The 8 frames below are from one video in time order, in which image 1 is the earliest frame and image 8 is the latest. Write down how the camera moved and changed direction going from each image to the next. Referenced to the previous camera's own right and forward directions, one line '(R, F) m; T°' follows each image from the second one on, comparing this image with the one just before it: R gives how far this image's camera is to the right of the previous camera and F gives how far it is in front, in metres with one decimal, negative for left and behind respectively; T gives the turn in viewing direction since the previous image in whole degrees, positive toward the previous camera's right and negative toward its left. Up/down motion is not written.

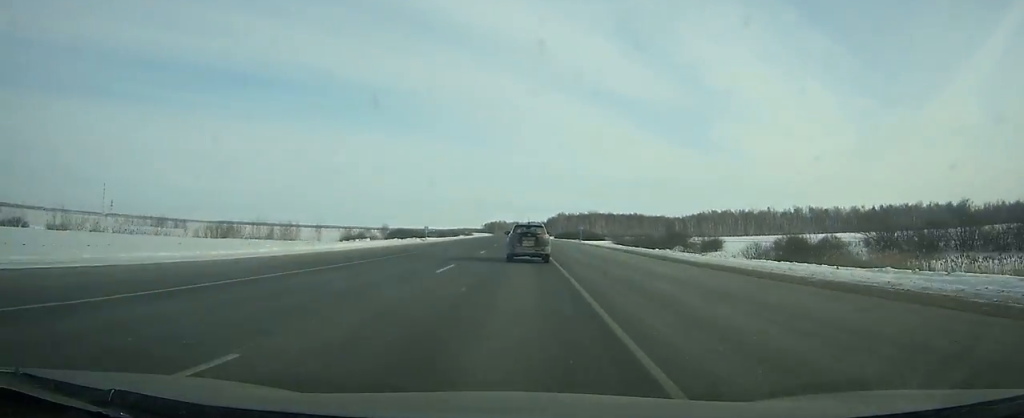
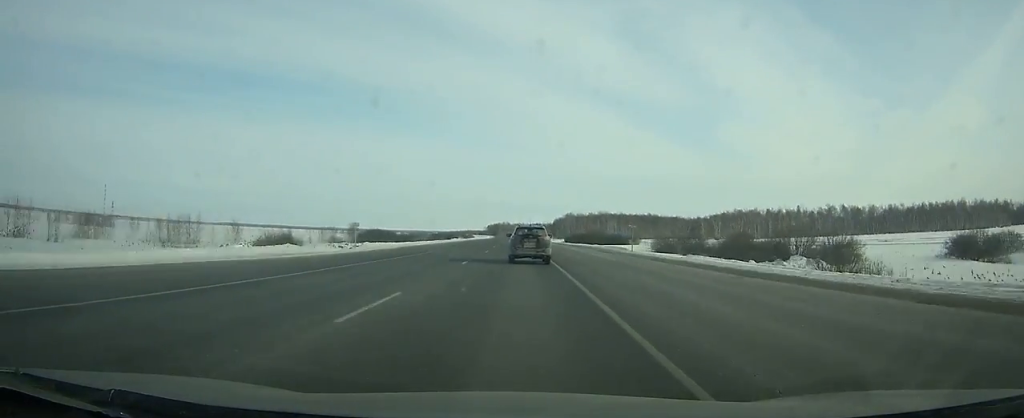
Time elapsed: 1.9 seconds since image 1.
(-0.4, +42.3) m; -1°
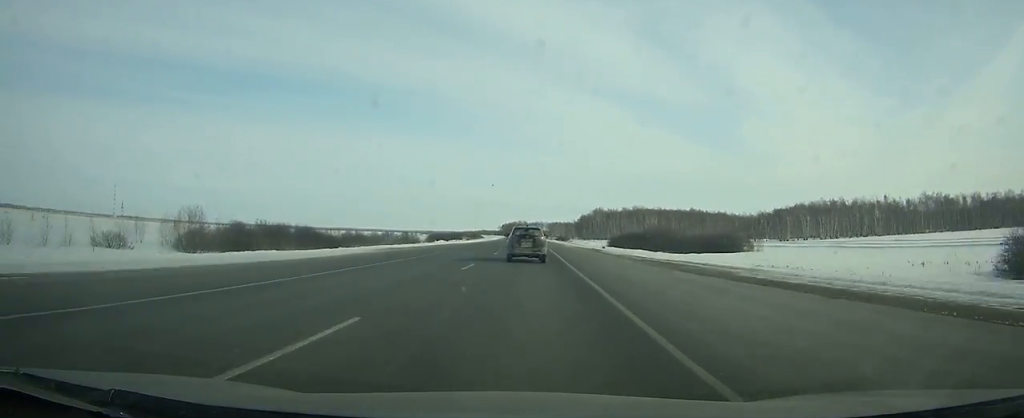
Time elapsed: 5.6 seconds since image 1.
(-1.3, +83.5) m; -1°
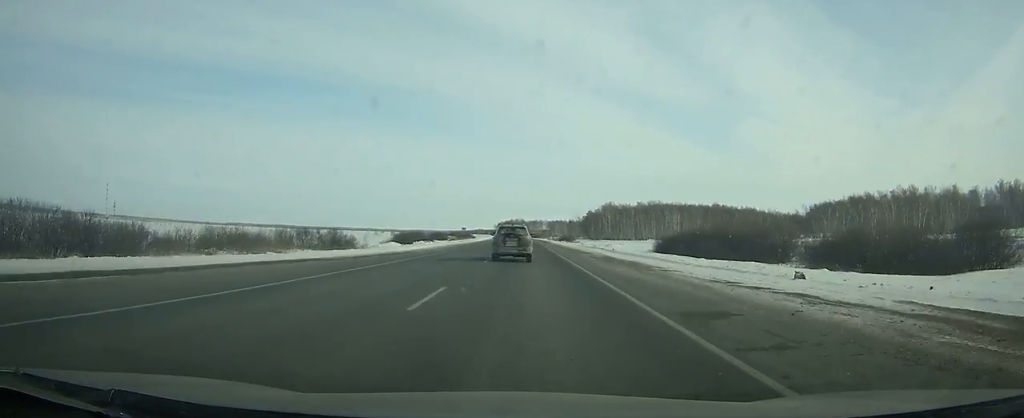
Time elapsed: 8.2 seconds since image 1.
(-0.3, +59.2) m; 0°
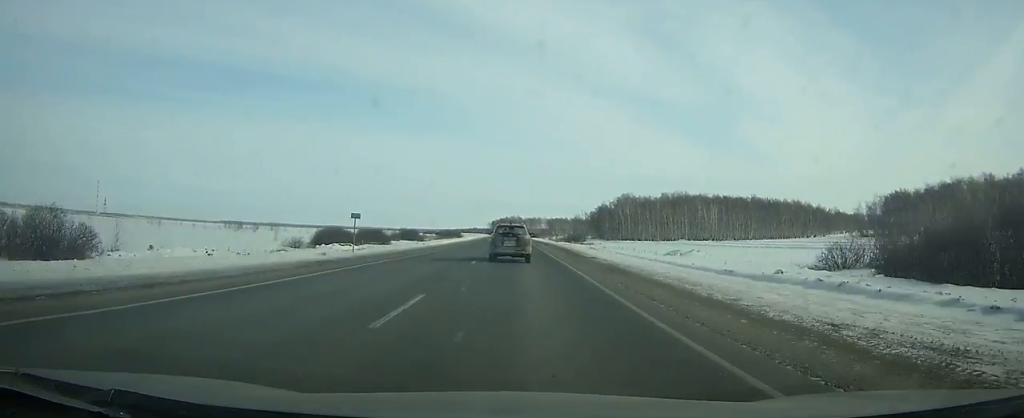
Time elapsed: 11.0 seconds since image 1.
(+0.2, +62.9) m; 0°
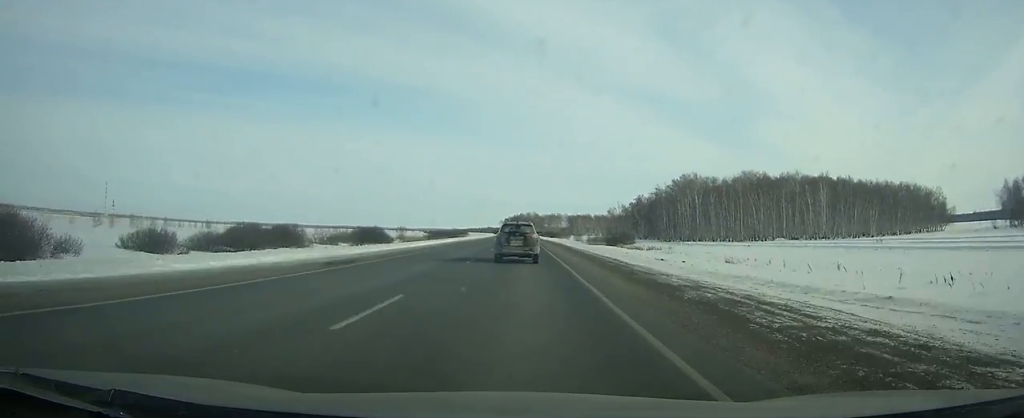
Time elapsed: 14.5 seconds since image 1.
(-0.4, +75.8) m; -1°
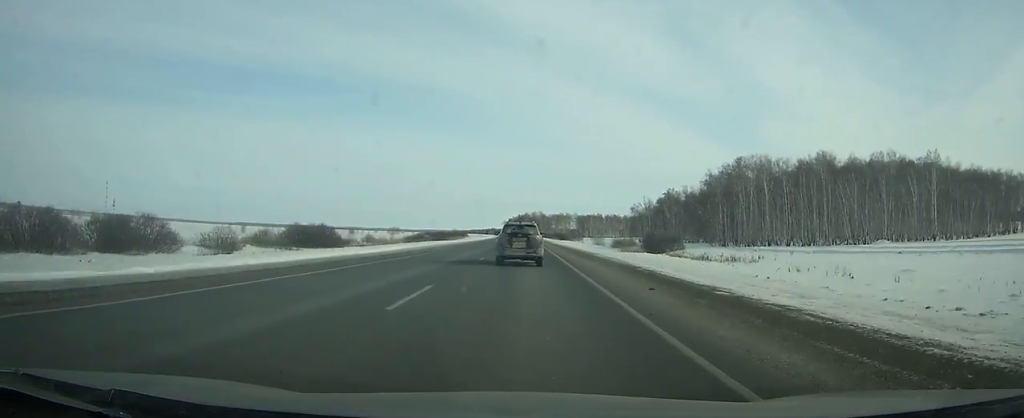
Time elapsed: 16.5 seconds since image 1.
(-0.3, +41.5) m; -1°
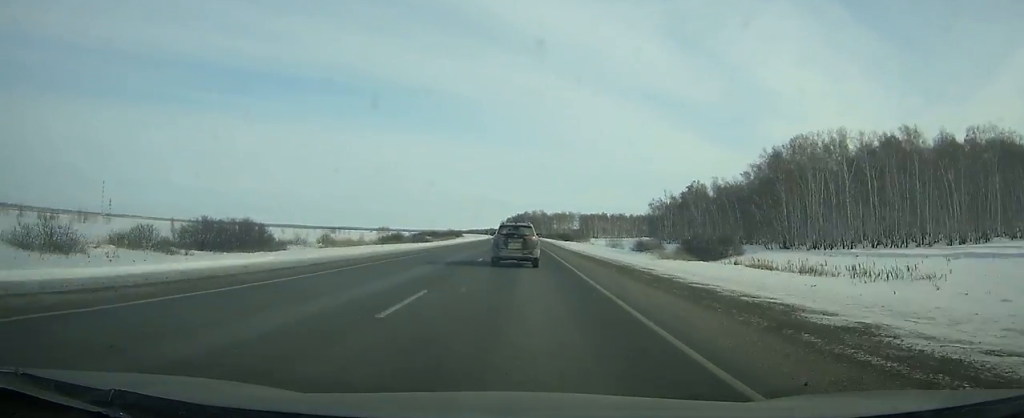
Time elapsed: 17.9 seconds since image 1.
(-0.1, +28.7) m; 0°
